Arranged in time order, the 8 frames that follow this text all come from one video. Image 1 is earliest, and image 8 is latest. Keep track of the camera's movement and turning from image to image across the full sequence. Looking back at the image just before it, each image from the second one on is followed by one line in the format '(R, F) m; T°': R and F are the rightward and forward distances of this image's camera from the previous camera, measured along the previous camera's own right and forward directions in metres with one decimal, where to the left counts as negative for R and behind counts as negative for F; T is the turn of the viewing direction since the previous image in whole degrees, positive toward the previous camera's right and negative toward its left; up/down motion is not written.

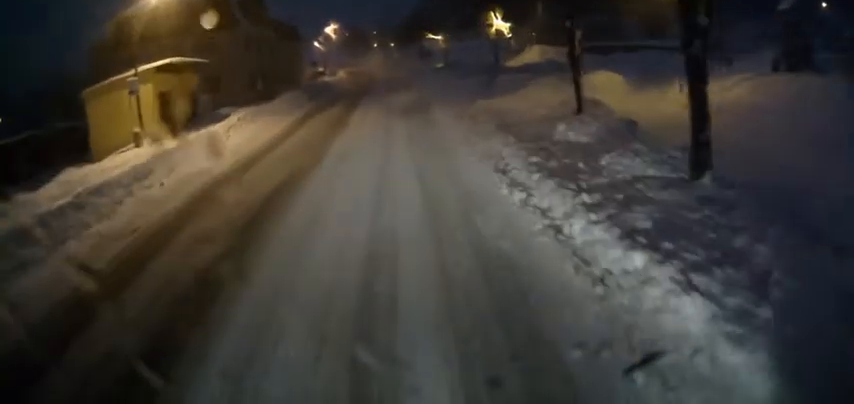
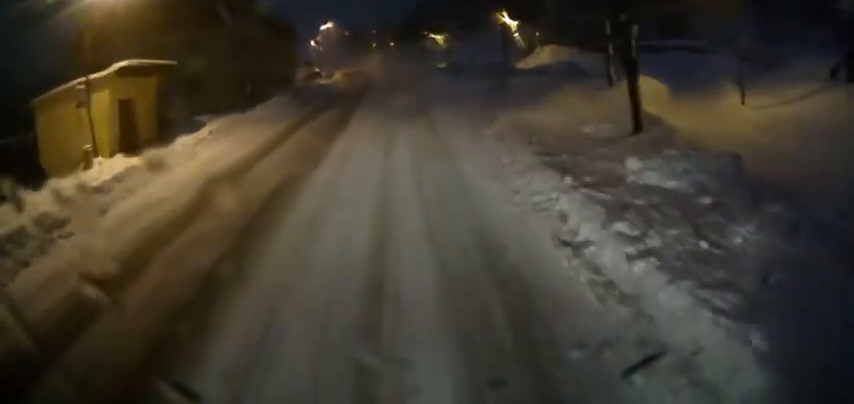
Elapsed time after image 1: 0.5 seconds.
(0.0, +4.2) m; 0°
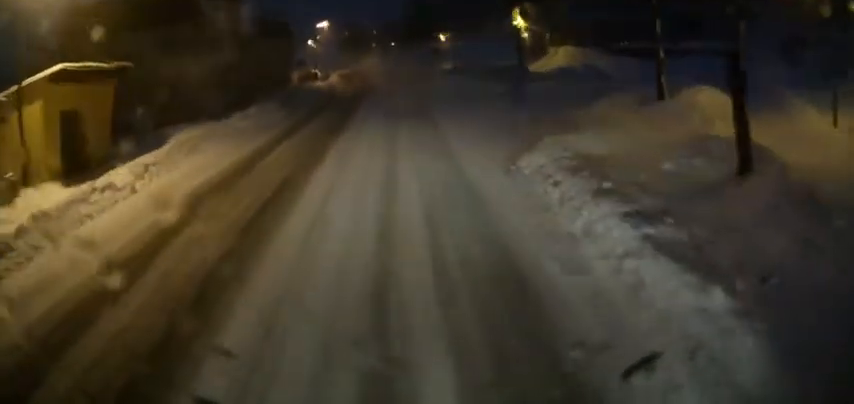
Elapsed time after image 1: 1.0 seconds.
(0.0, +4.2) m; 0°
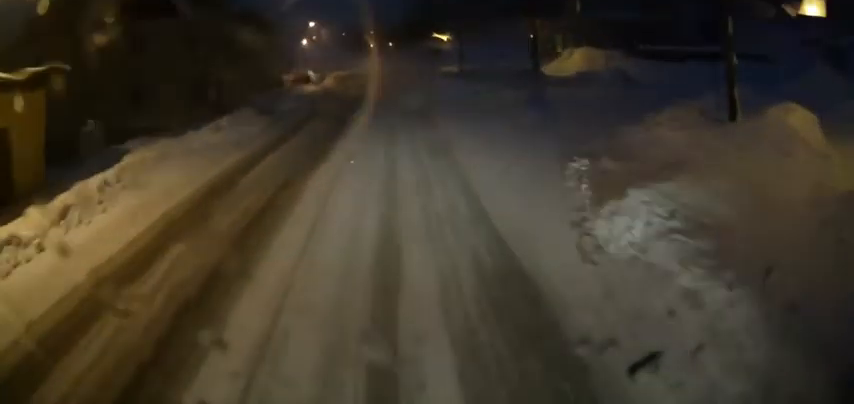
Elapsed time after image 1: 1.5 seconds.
(0.0, +4.5) m; 0°
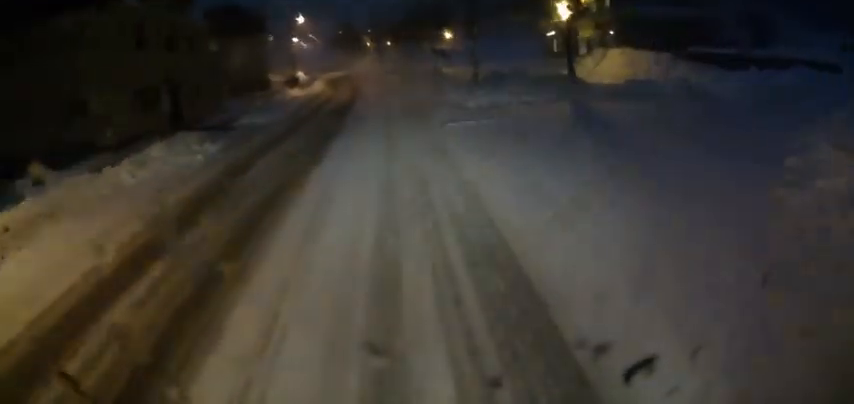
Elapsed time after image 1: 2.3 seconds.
(+0.1, +7.0) m; +1°
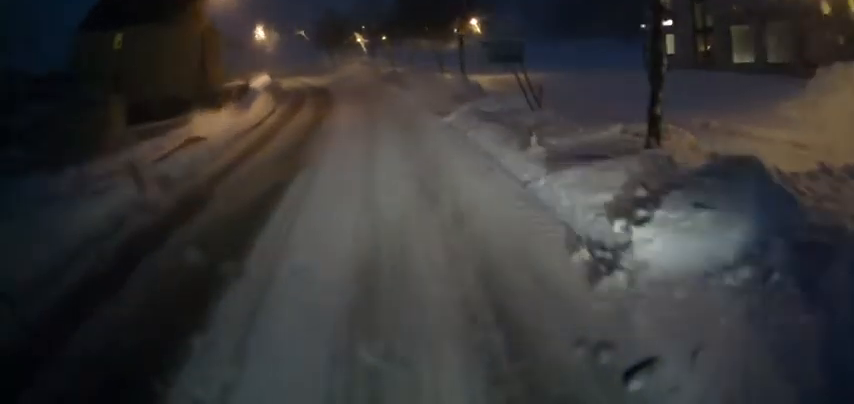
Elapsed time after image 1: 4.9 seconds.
(+0.7, +23.2) m; 0°
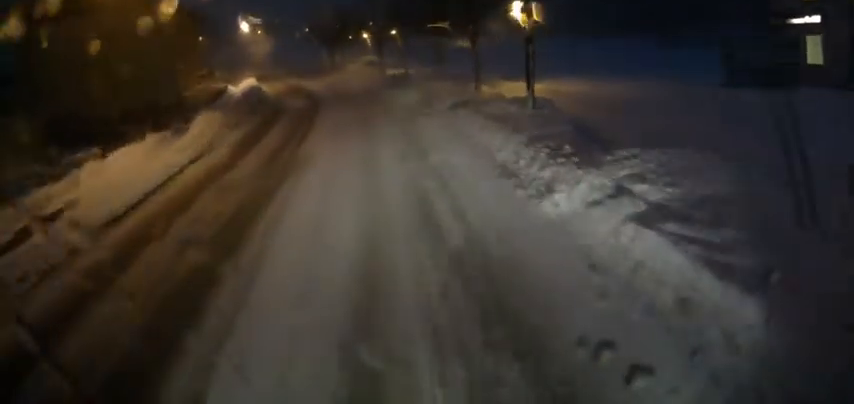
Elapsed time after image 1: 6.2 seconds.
(-0.4, +11.8) m; +1°
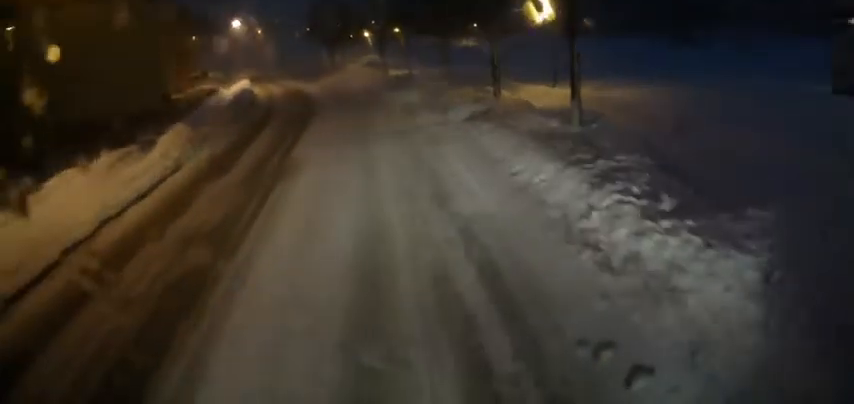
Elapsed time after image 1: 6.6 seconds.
(0.0, +4.0) m; +3°
